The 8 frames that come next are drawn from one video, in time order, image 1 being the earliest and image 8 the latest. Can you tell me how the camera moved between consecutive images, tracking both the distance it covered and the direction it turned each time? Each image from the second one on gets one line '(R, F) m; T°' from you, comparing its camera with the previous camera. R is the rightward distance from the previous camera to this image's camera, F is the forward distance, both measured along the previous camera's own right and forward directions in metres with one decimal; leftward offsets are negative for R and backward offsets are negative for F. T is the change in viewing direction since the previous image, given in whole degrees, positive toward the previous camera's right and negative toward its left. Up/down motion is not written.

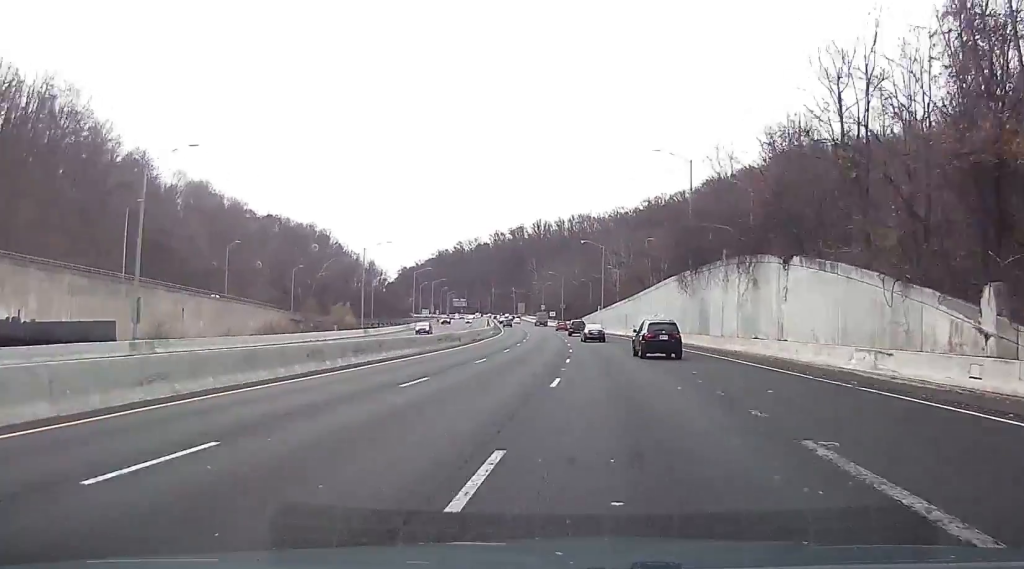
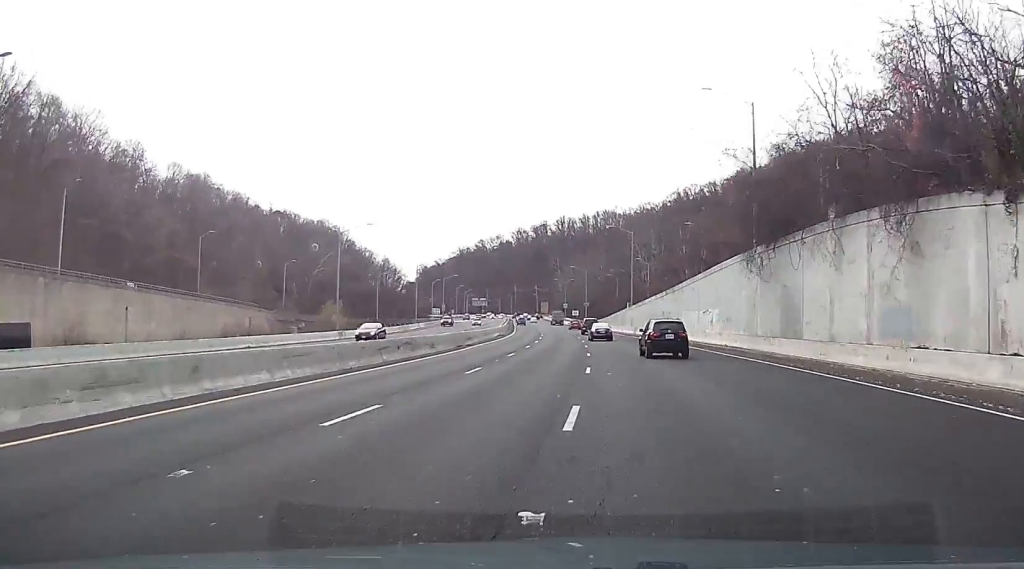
(-0.2, +19.9) m; -2°
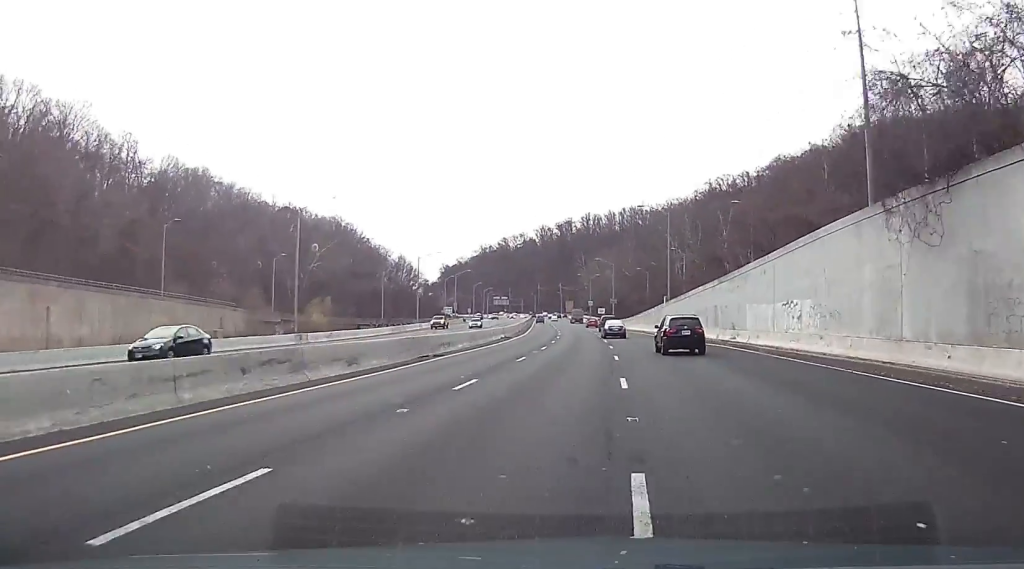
(0.0, +19.0) m; -2°
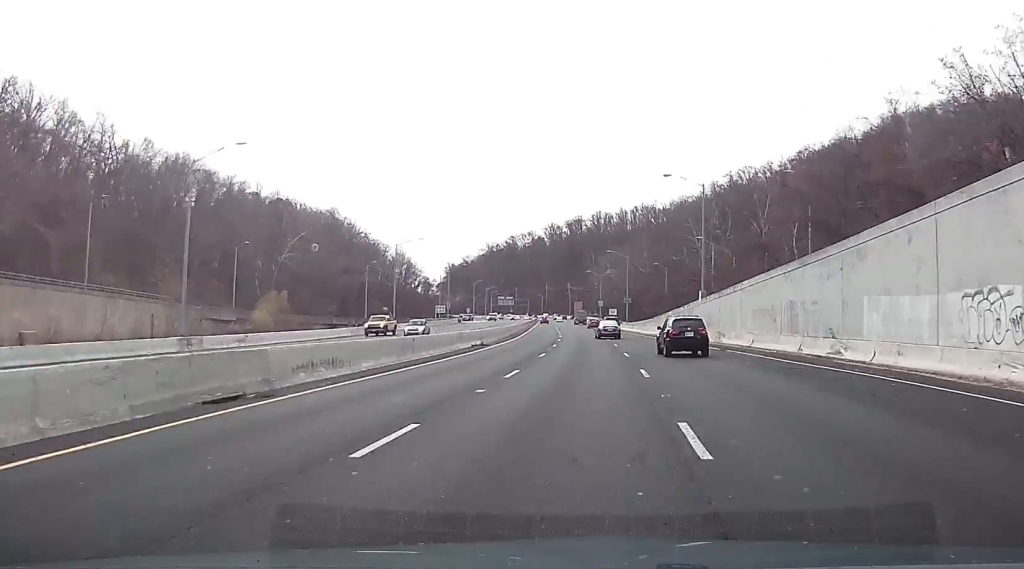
(-0.6, +21.0) m; -1°
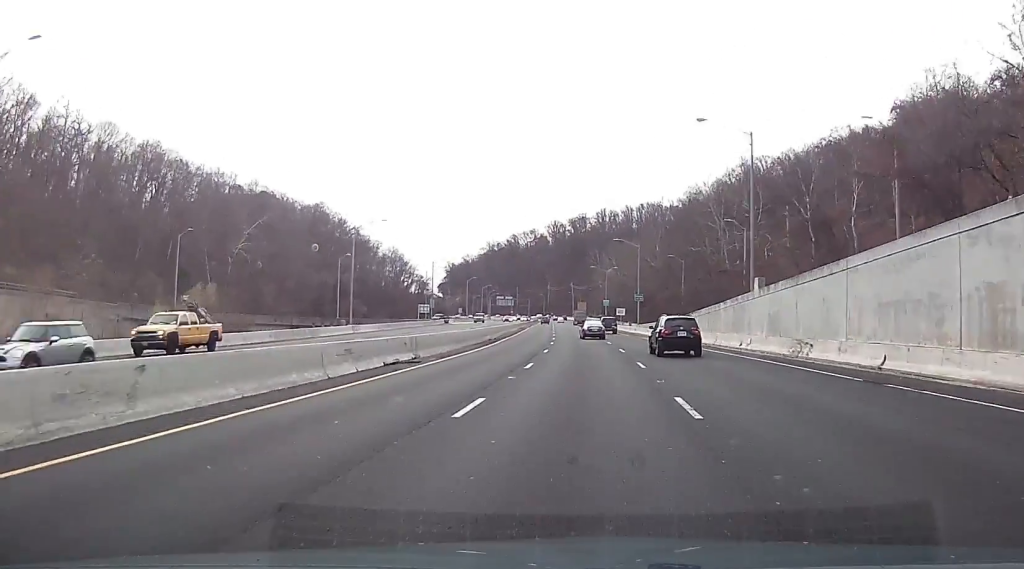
(-0.1, +21.2) m; -1°
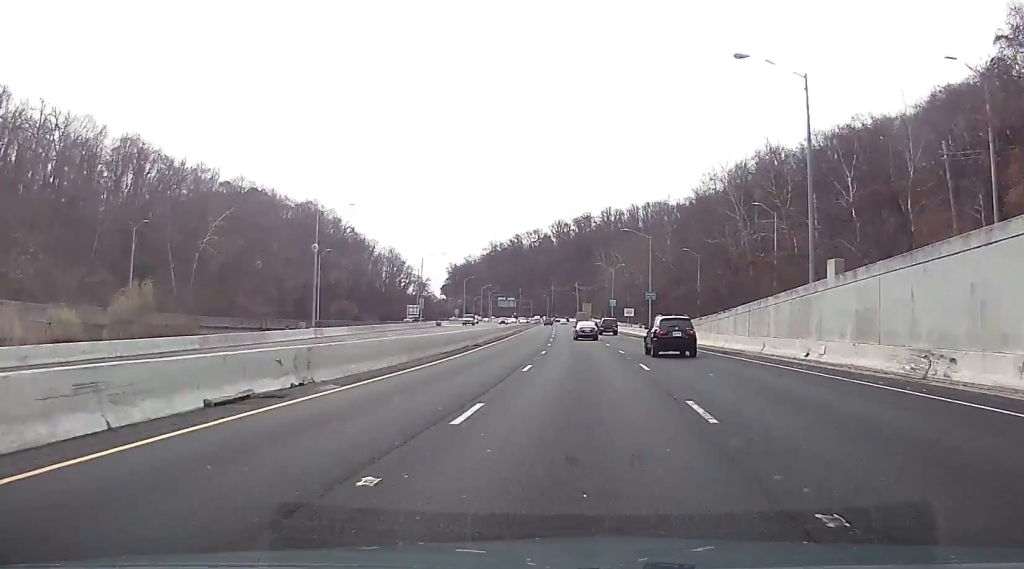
(+0.2, +13.6) m; 0°
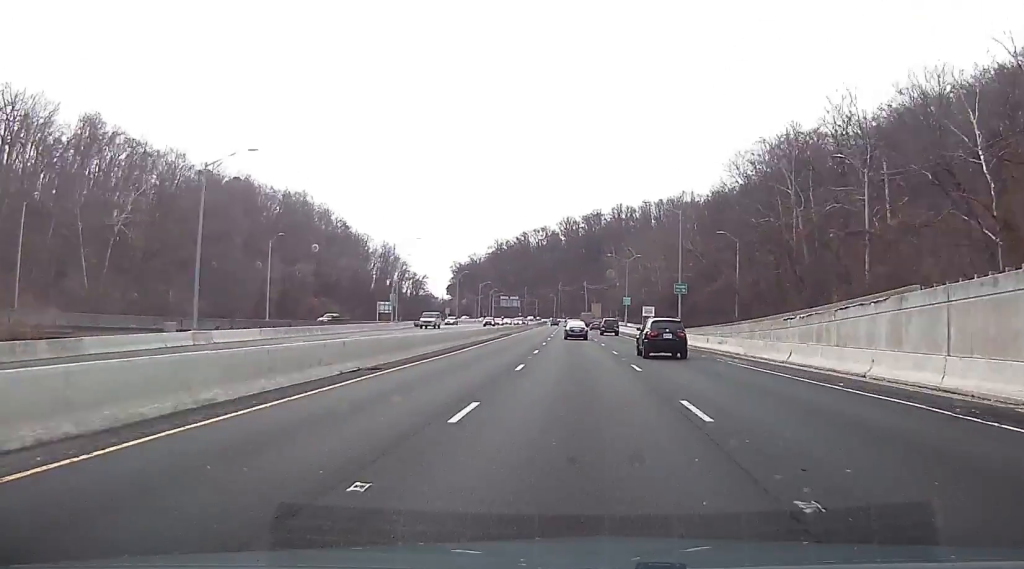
(-0.4, +24.9) m; -1°
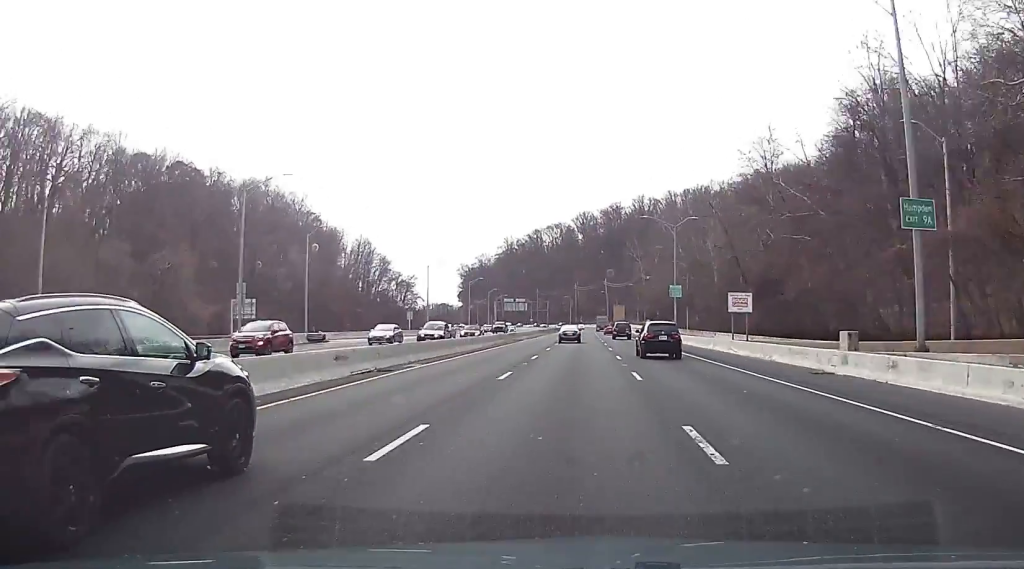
(-0.7, +53.3) m; -1°
